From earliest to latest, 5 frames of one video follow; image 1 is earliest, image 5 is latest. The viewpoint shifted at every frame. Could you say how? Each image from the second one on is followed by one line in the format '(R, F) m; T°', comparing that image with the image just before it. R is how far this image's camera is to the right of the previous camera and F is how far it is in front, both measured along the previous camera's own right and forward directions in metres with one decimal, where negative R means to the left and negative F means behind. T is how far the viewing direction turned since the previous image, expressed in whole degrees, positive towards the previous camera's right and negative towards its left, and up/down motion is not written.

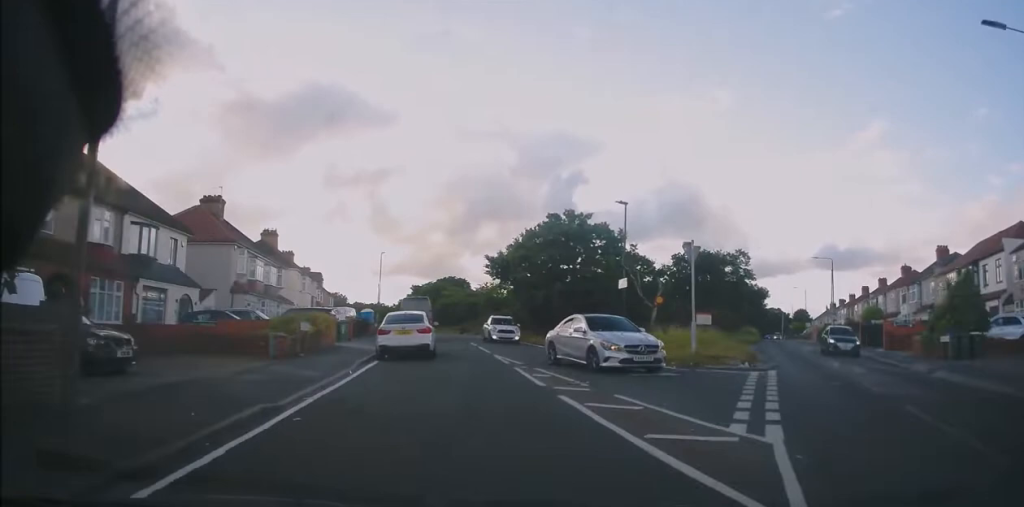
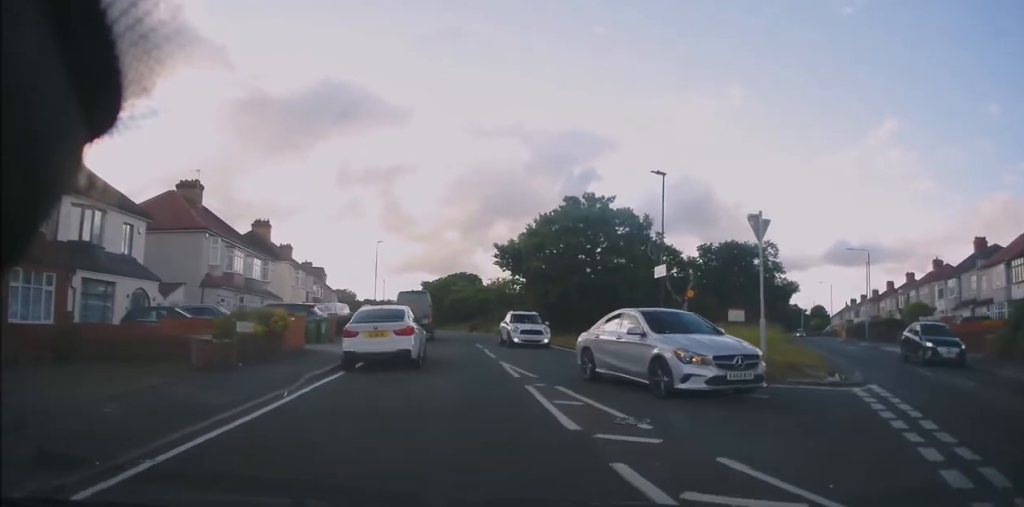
(+0.1, +5.2) m; -1°
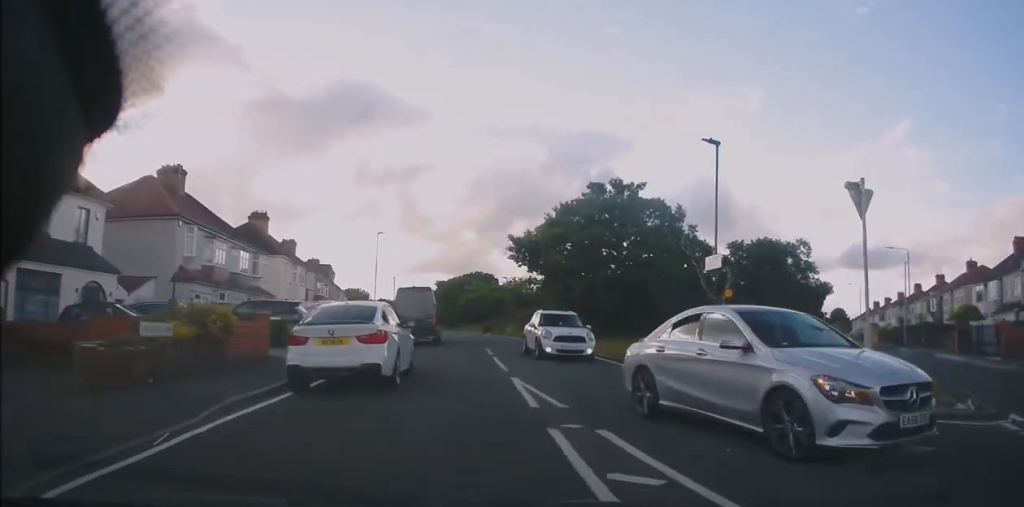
(-0.1, +4.1) m; -2°
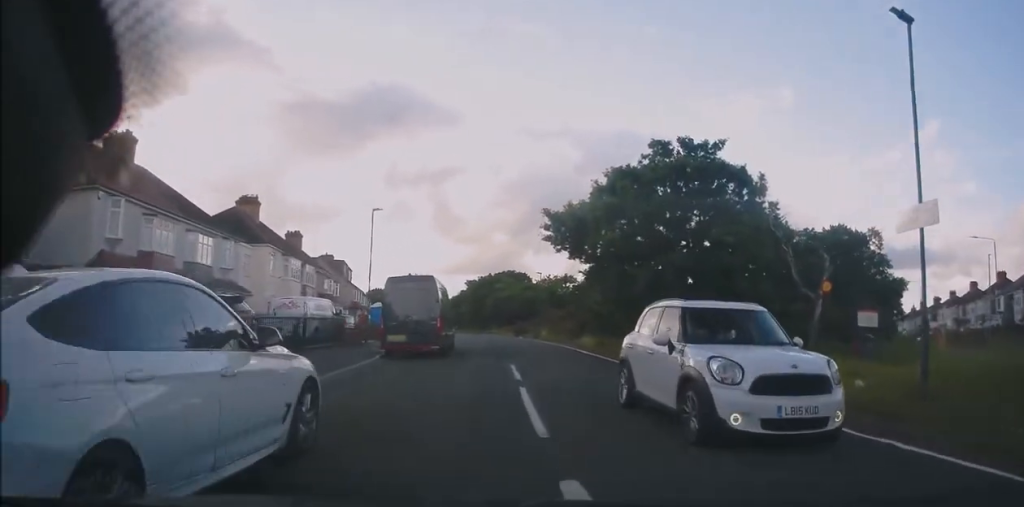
(-0.4, +8.9) m; -4°
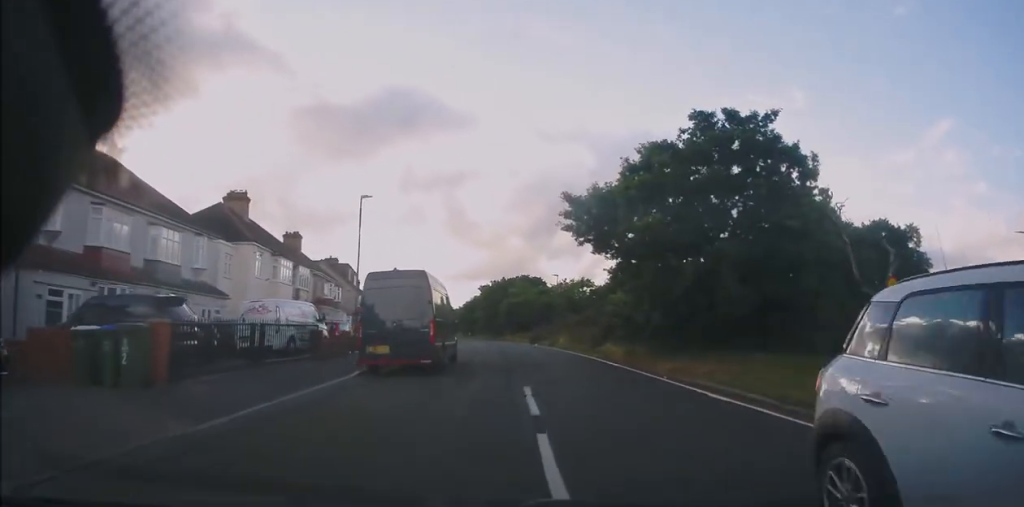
(0.0, +4.3) m; -3°
